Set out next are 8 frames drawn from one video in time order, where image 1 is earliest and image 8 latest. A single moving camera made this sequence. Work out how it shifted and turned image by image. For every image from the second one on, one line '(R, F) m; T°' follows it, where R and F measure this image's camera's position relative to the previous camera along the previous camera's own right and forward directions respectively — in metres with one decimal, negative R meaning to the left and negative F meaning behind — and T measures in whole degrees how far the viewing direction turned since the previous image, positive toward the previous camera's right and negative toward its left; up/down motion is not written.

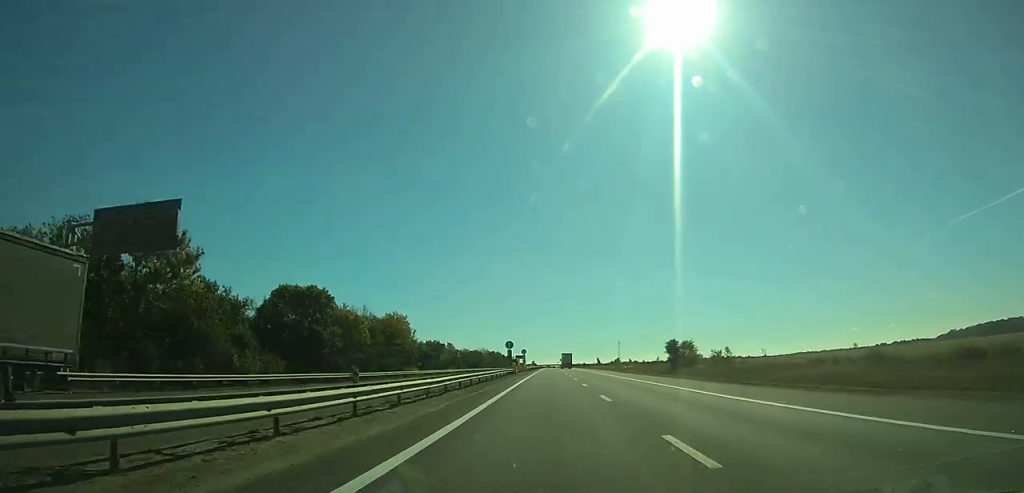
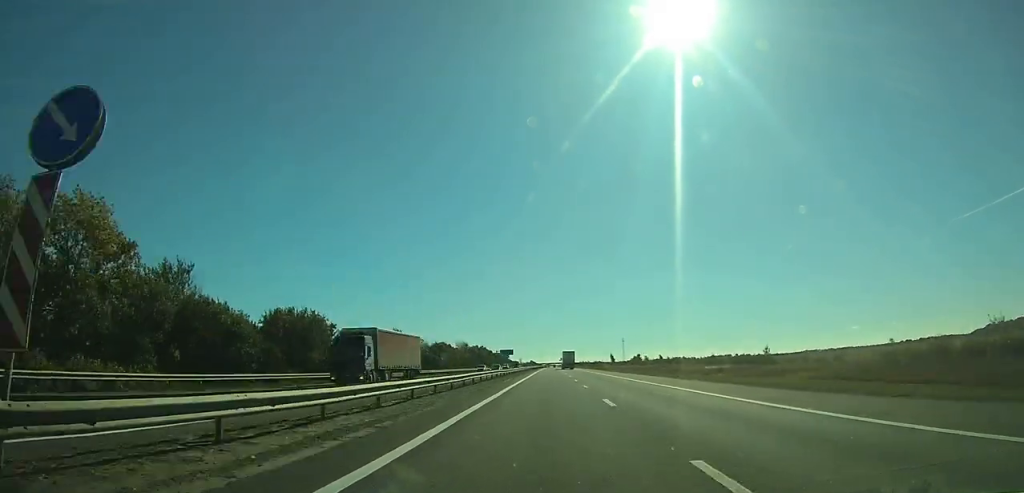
(0.0, +97.2) m; 0°
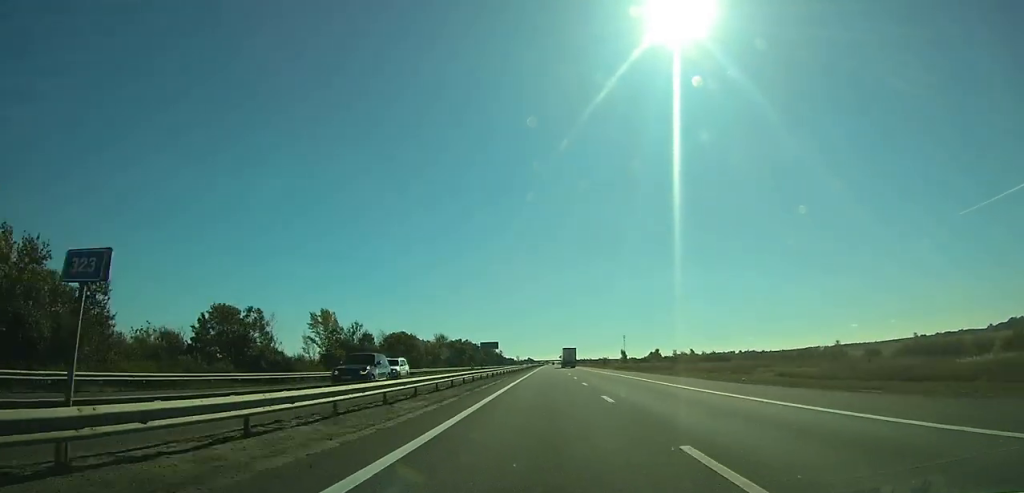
(-0.1, +58.3) m; 0°
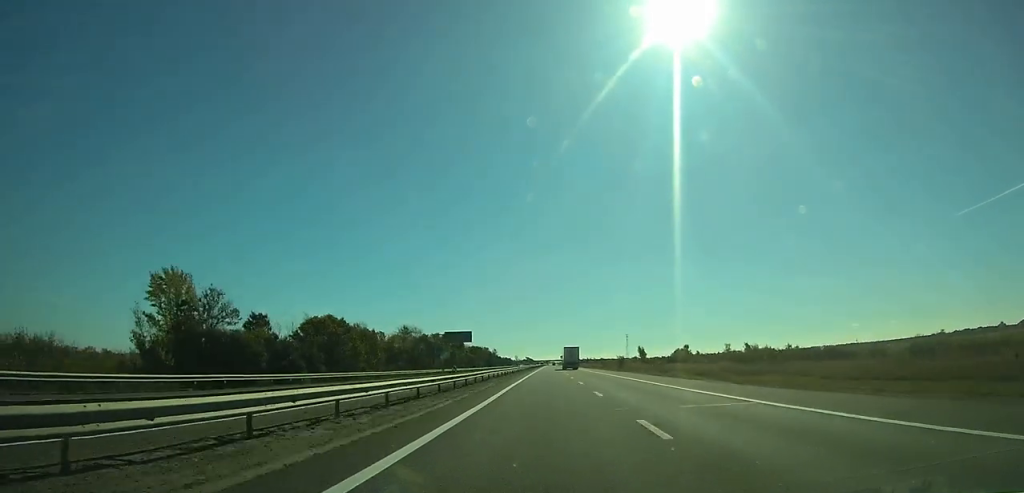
(-0.1, +55.0) m; 0°
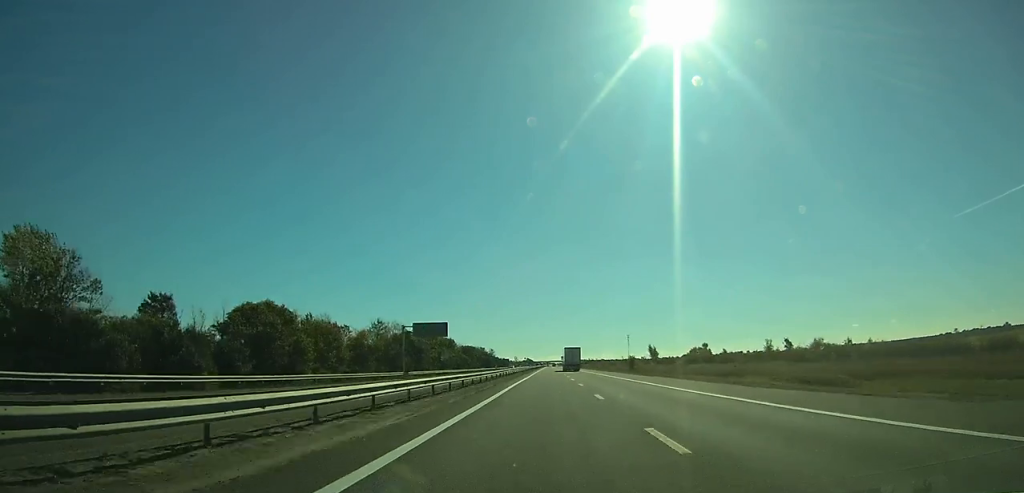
(0.0, +24.9) m; 0°
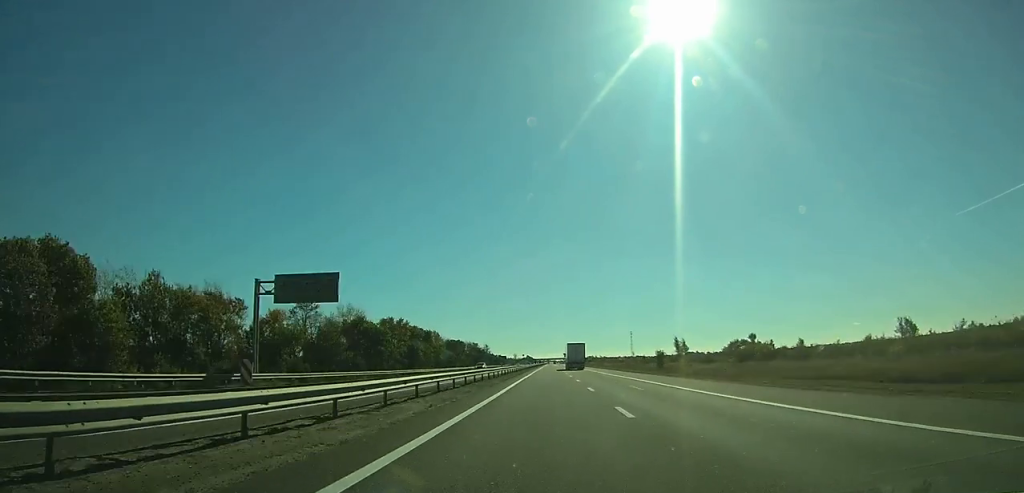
(+0.1, +42.2) m; 0°
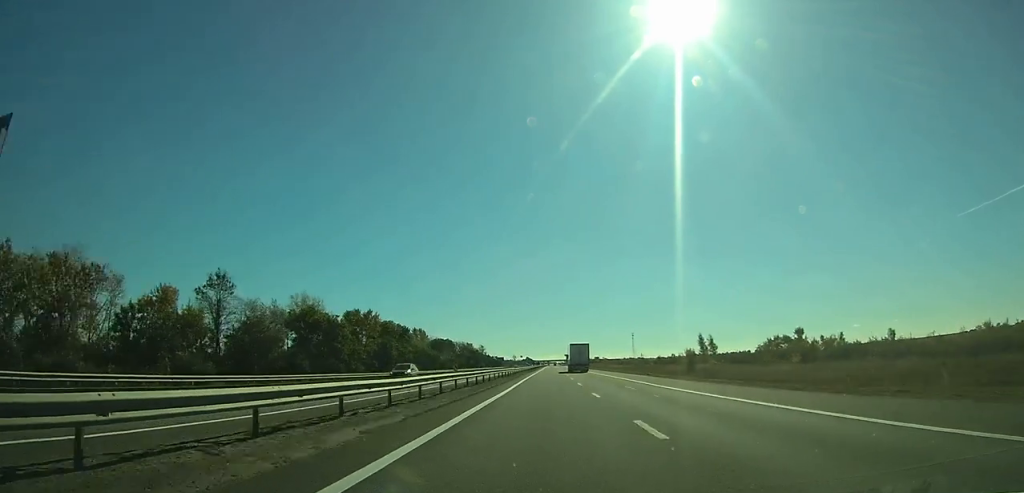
(0.0, +27.1) m; 0°
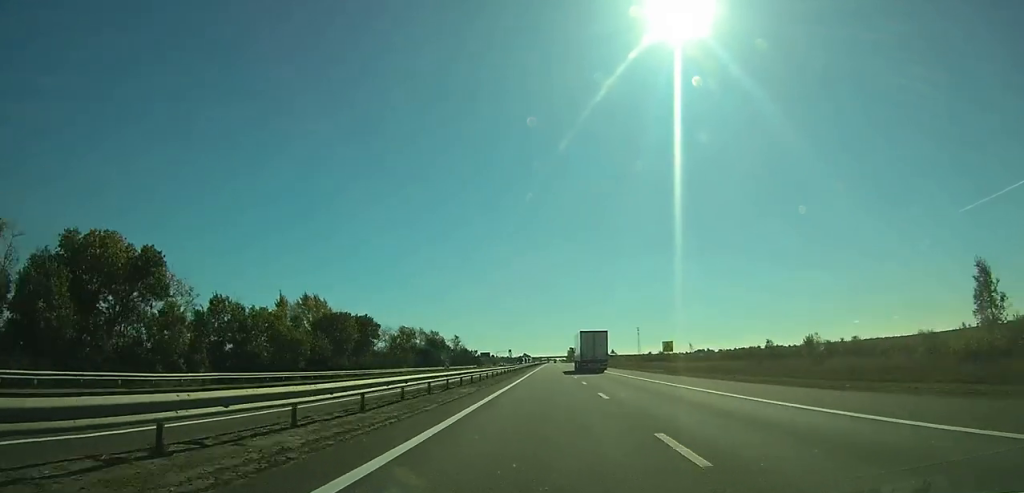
(+0.1, +96.7) m; 0°
